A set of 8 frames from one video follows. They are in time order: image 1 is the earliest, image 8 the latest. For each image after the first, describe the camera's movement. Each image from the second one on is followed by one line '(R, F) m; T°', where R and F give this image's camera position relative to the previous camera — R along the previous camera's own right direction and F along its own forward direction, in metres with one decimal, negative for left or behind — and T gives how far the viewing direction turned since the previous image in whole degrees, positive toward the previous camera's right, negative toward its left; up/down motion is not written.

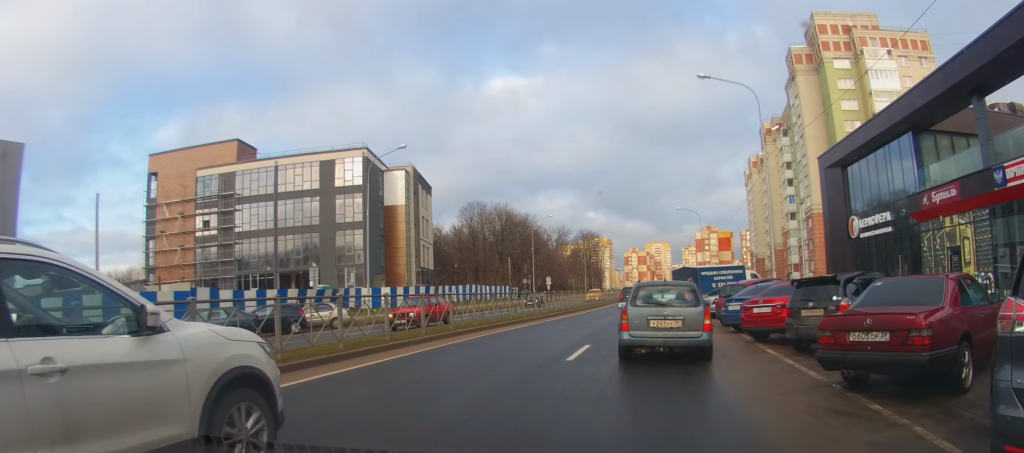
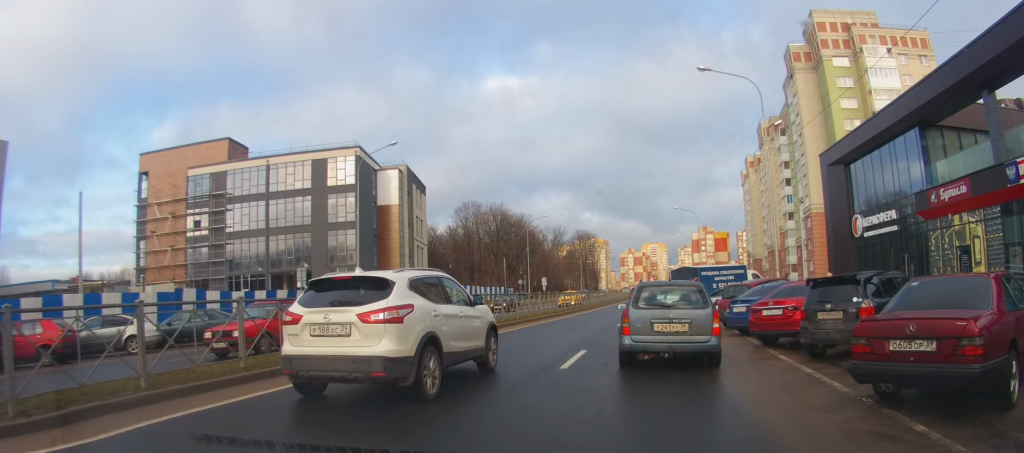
(0.0, +1.4) m; -3°
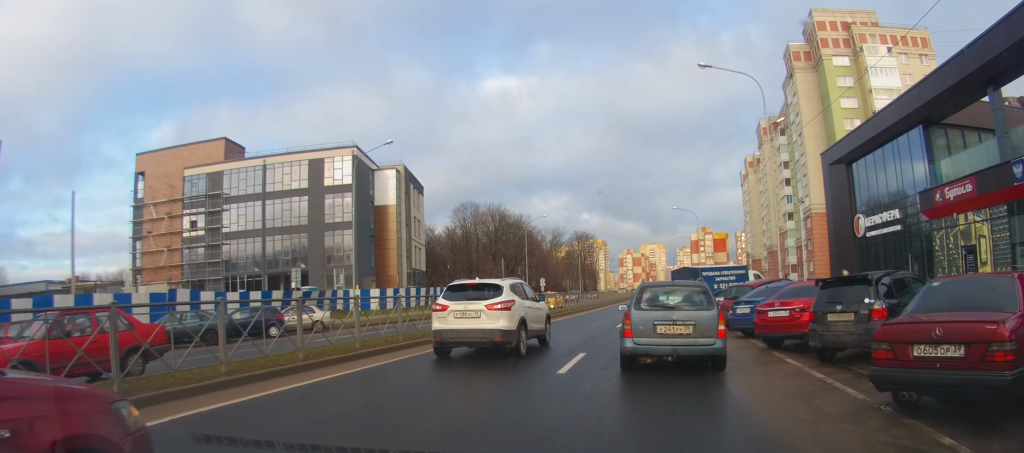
(-0.1, +0.8) m; -3°
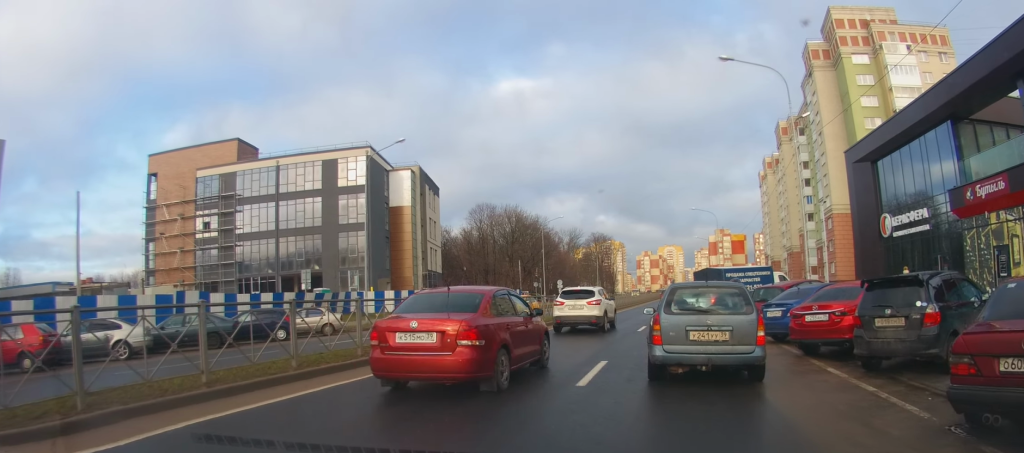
(0.0, +1.3) m; -5°
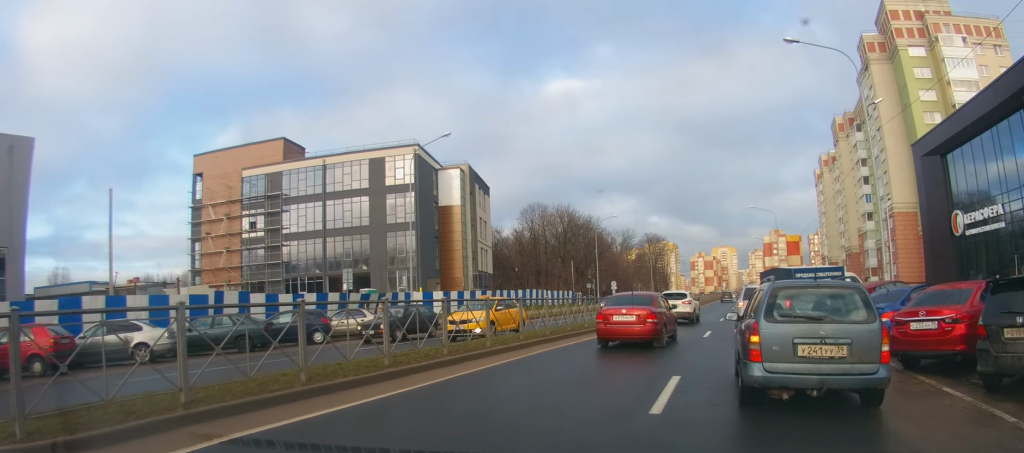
(-0.1, +1.5) m; -1°
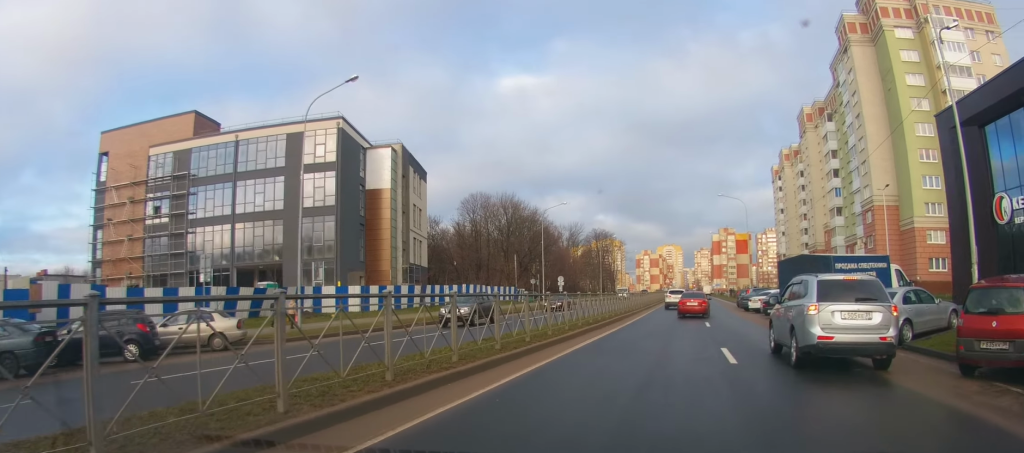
(+0.3, +5.6) m; +8°
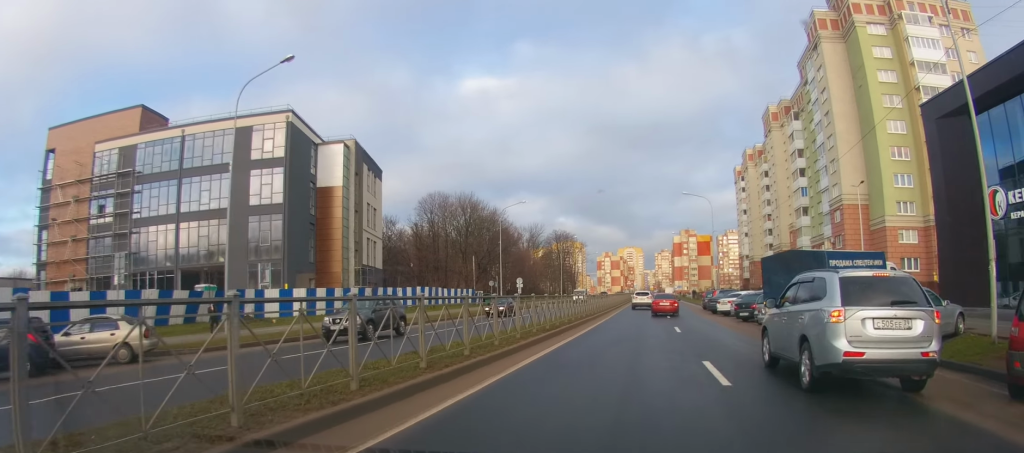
(+0.1, +2.1) m; +2°
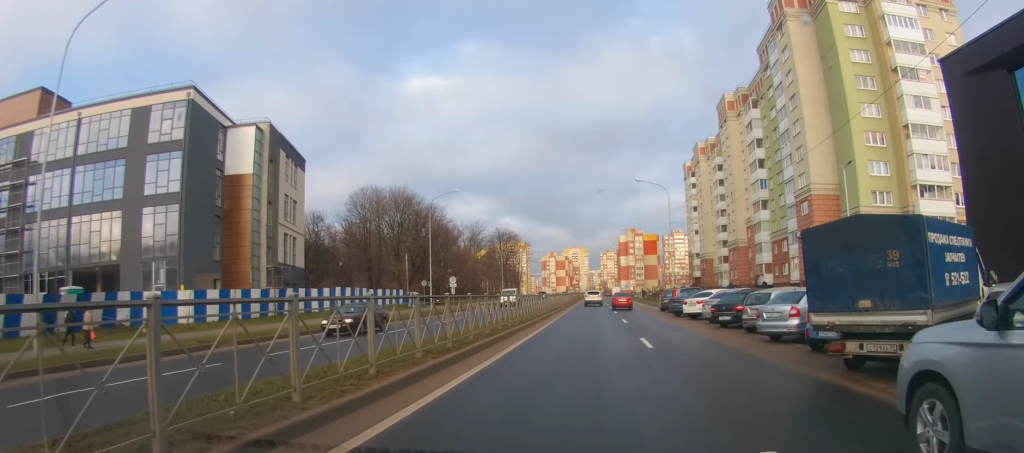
(+0.1, +5.7) m; +3°
